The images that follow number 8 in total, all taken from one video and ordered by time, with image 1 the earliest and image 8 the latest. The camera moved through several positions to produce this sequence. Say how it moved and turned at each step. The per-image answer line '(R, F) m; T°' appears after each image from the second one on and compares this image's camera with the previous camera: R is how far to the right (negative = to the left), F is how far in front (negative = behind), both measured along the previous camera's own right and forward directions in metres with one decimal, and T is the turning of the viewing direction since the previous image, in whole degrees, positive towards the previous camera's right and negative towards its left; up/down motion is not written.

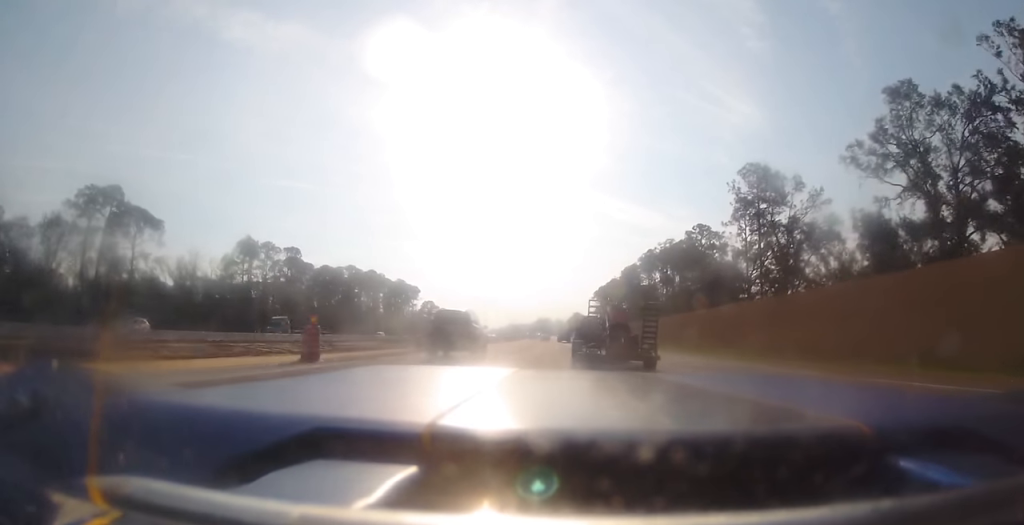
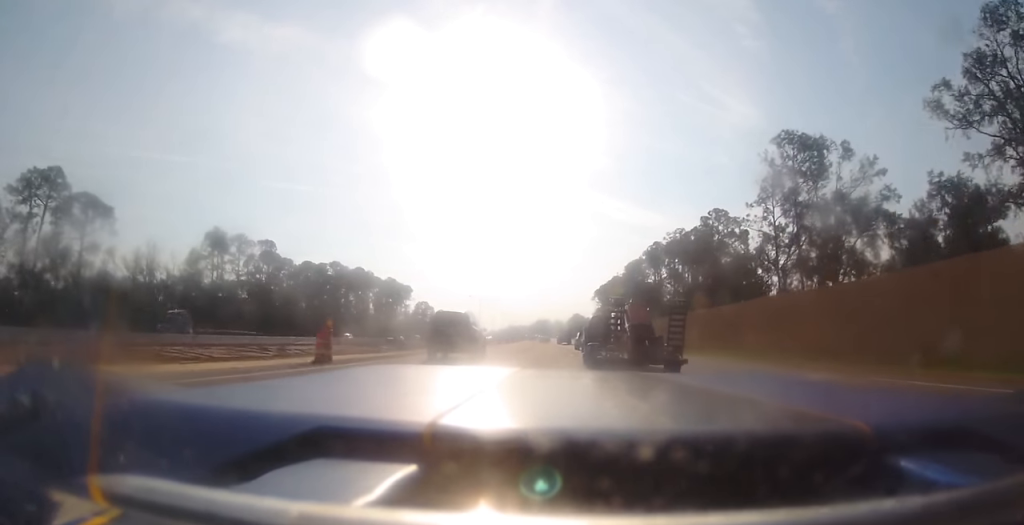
(+0.1, +13.1) m; 0°
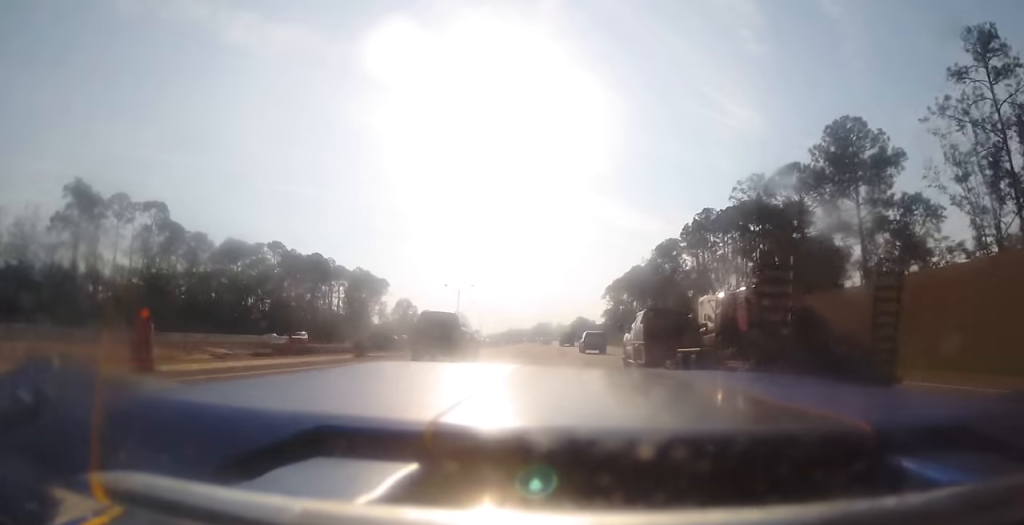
(-0.4, +43.3) m; -1°
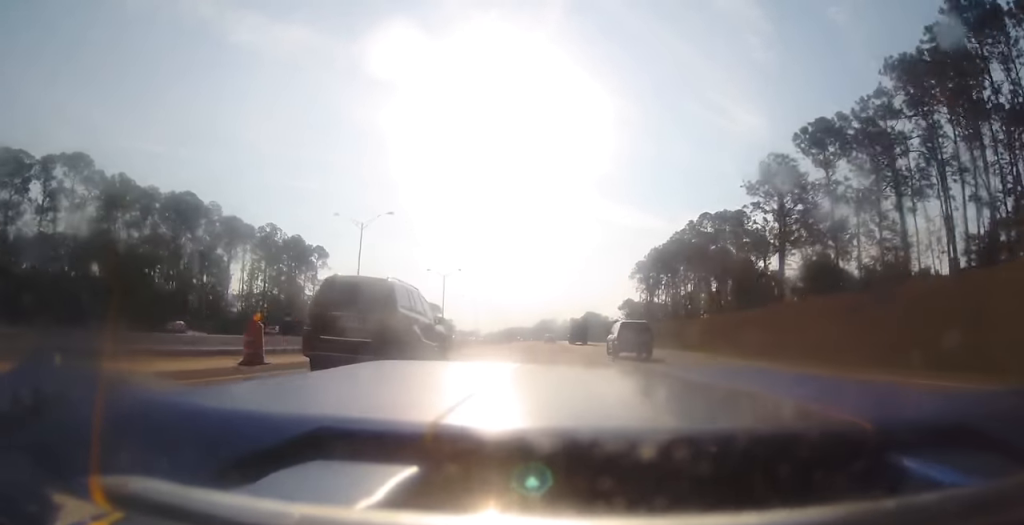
(+0.7, +70.3) m; +1°
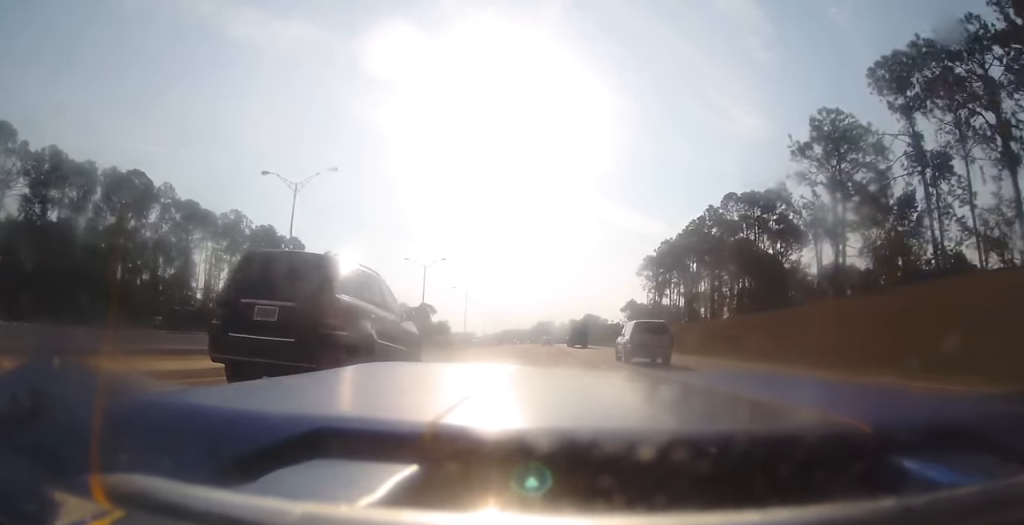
(0.0, +16.2) m; 0°
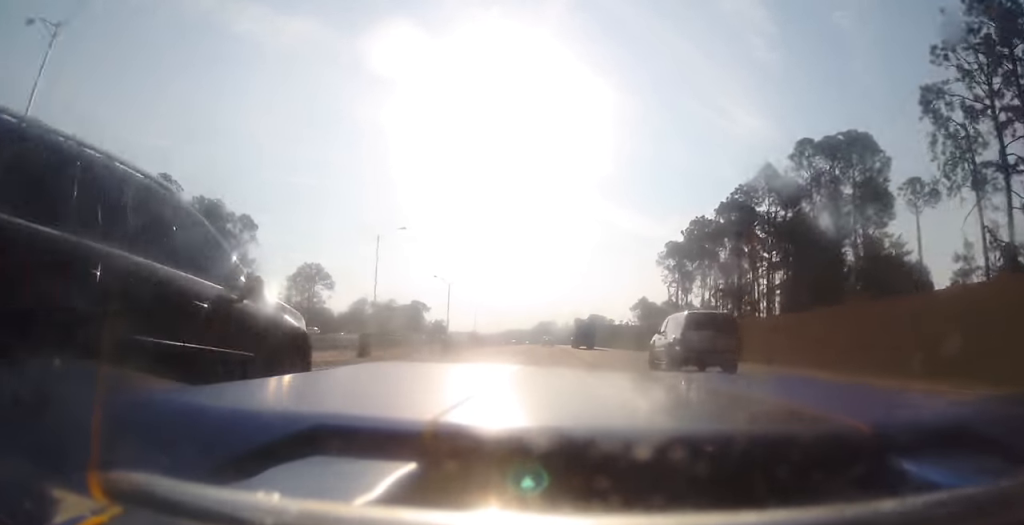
(-0.1, +26.6) m; 0°
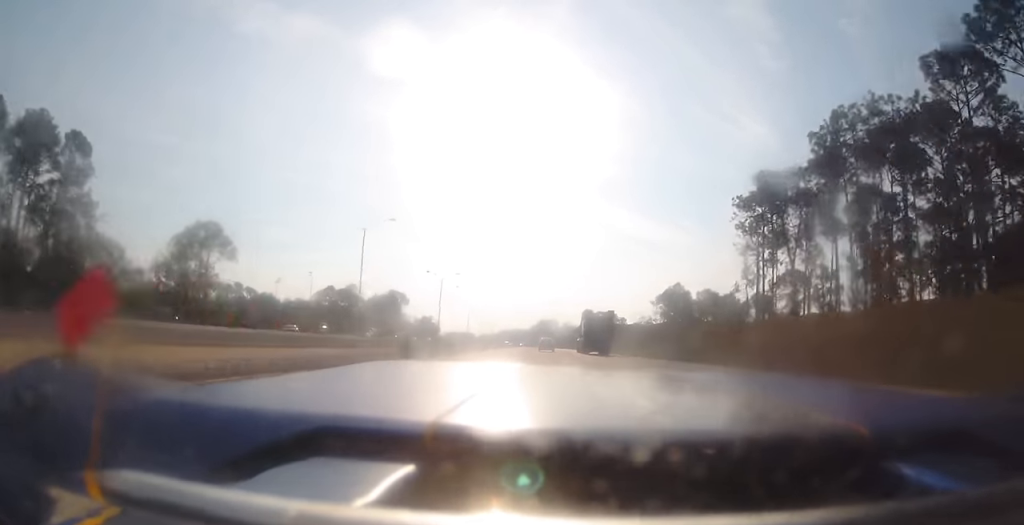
(+0.1, +54.0) m; 0°
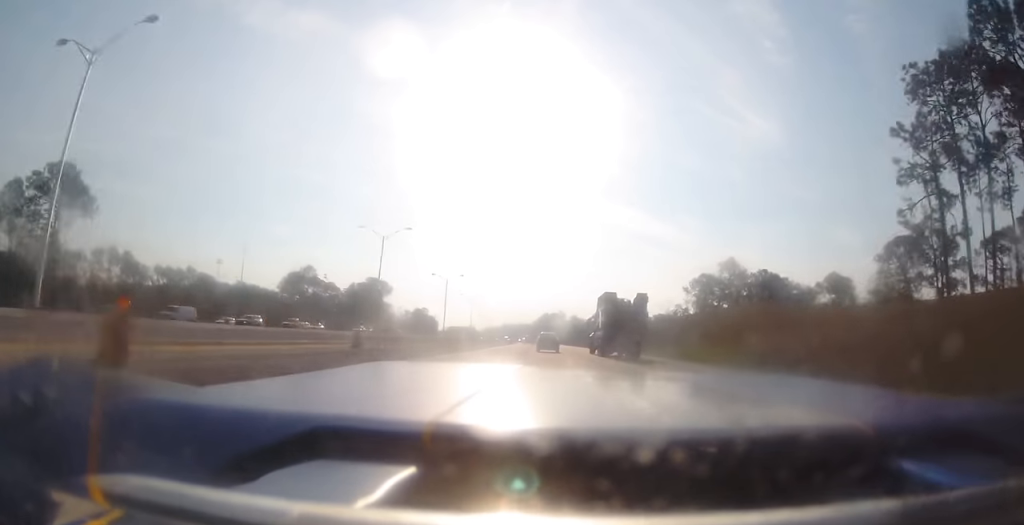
(-0.1, +43.6) m; 0°
